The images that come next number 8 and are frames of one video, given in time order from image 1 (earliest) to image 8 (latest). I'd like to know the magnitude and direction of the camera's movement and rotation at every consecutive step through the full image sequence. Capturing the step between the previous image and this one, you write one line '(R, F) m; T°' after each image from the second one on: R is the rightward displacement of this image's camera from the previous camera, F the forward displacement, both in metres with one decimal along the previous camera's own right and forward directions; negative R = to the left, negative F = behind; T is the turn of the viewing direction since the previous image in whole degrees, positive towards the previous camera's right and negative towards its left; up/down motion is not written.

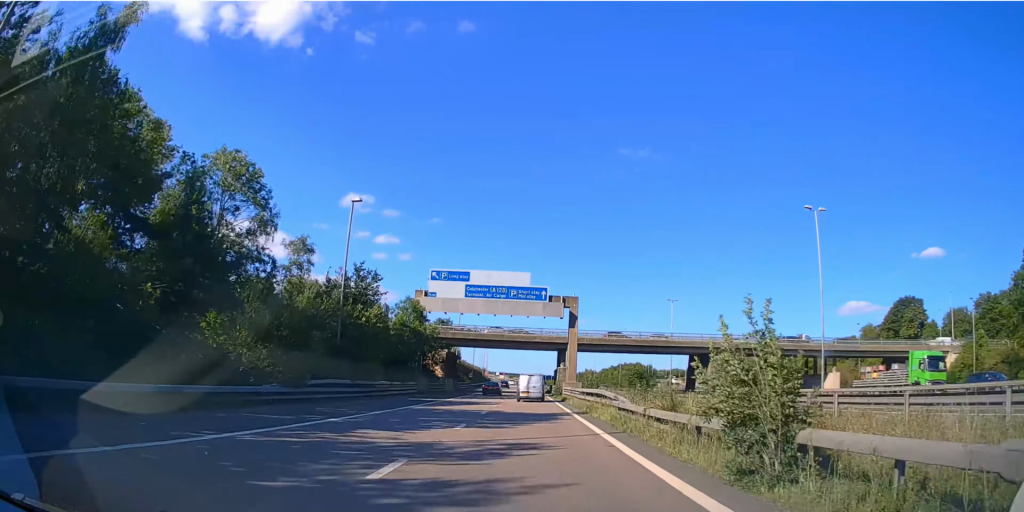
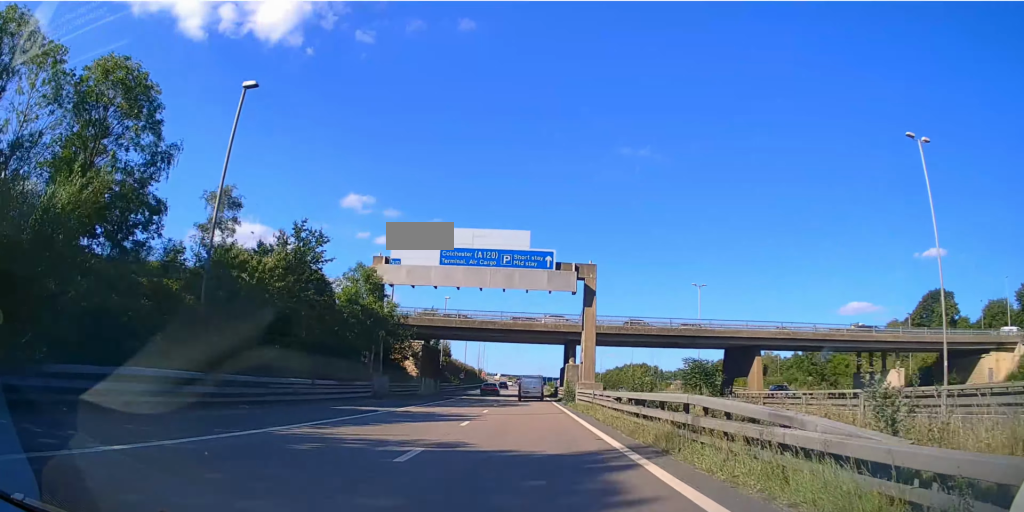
(0.0, +15.8) m; 0°
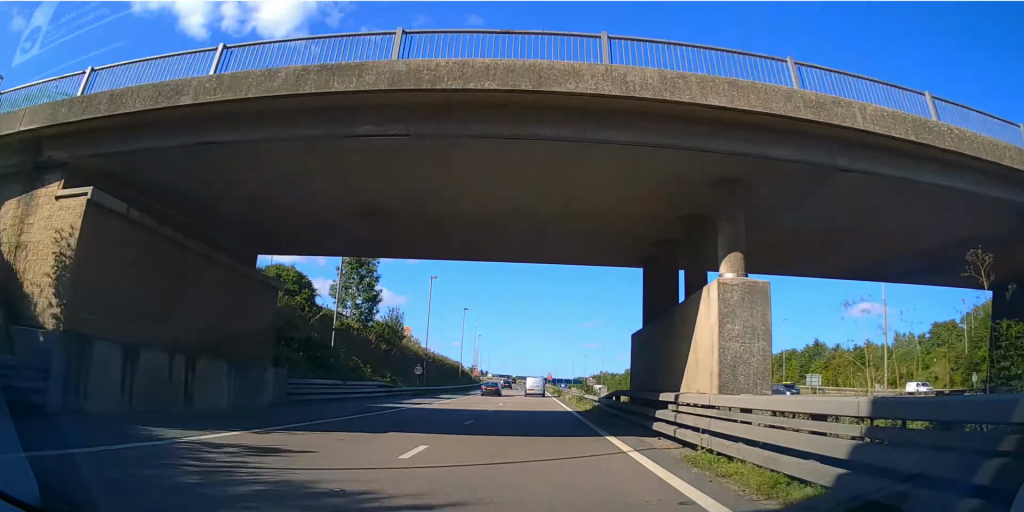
(+0.1, +43.3) m; 0°
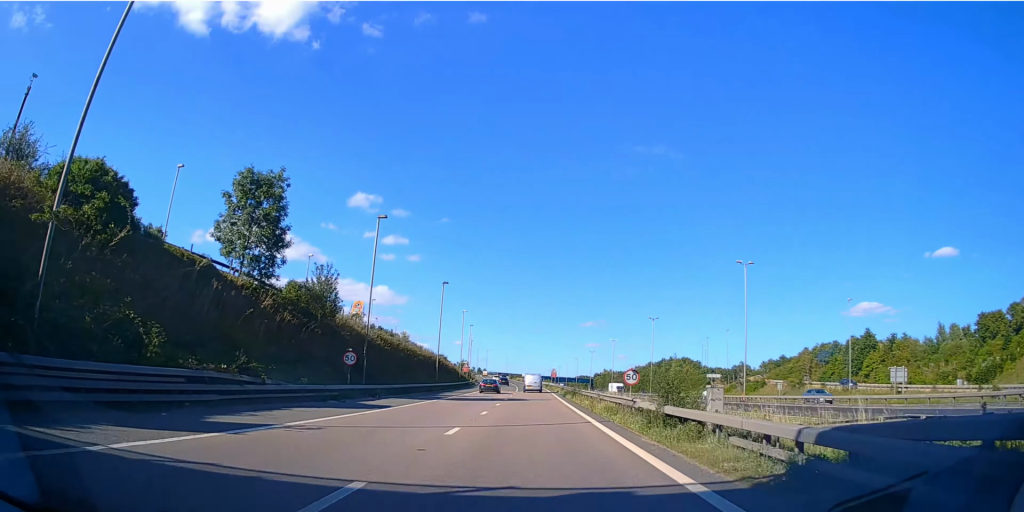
(-0.2, +22.6) m; 0°
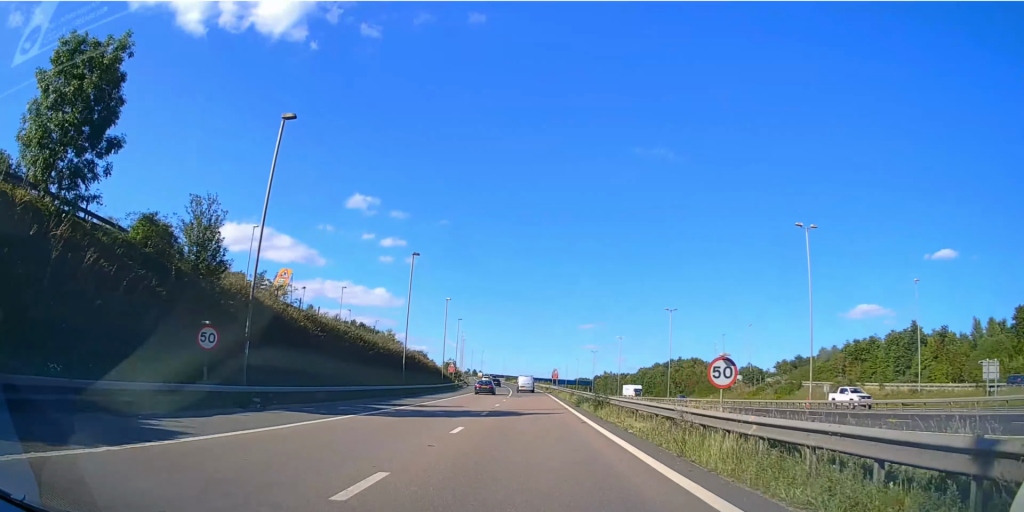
(+0.1, +16.8) m; 0°
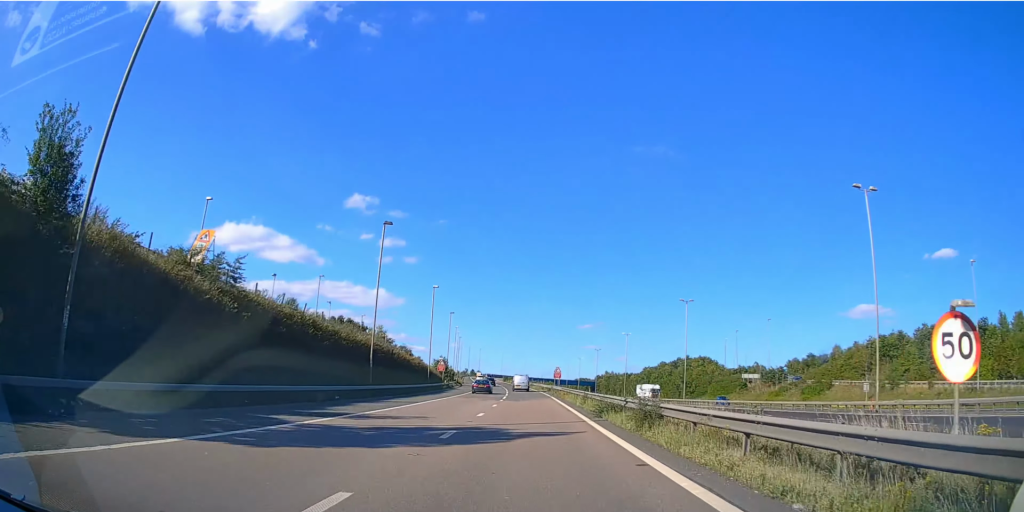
(0.0, +10.7) m; 0°
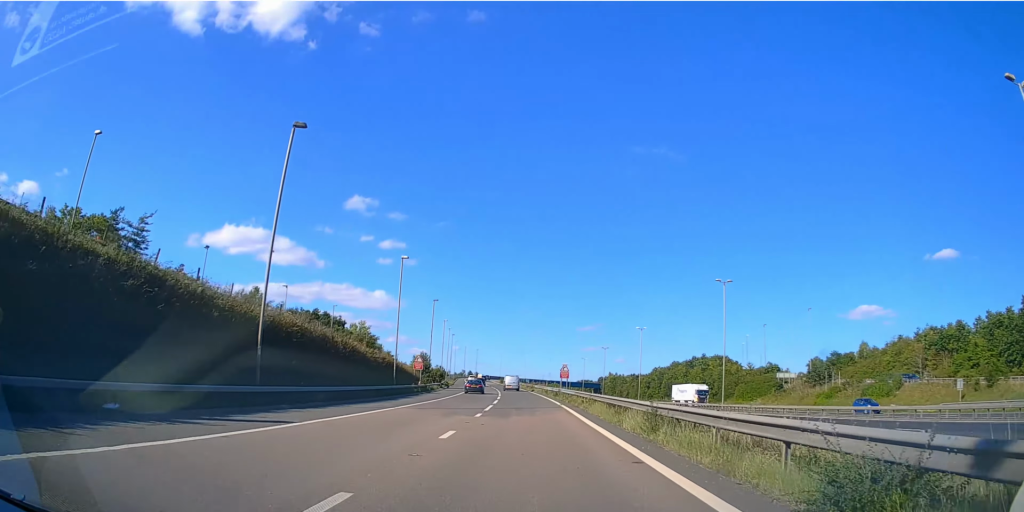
(0.0, +18.2) m; 0°
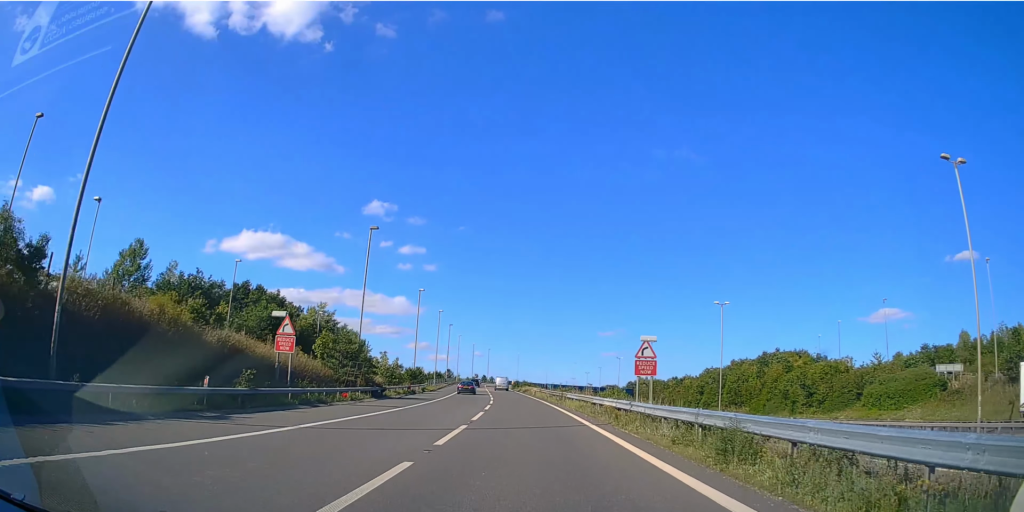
(-0.5, +41.9) m; -1°
